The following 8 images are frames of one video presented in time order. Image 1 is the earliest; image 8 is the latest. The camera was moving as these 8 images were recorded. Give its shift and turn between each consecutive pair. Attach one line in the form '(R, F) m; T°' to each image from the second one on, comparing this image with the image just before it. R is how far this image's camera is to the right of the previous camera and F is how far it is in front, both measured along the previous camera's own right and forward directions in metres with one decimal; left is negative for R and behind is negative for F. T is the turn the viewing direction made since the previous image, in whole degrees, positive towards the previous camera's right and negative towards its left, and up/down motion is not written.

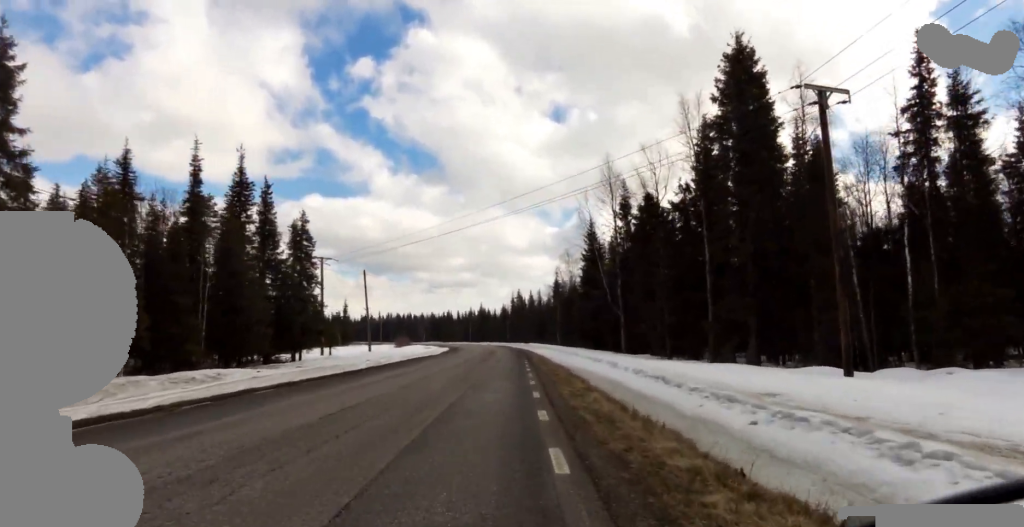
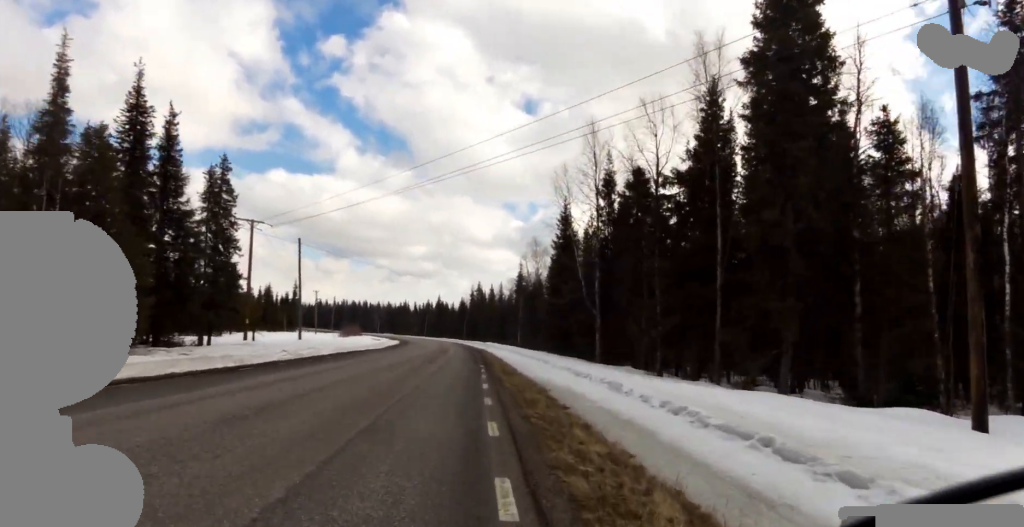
(+0.1, +6.7) m; +5°
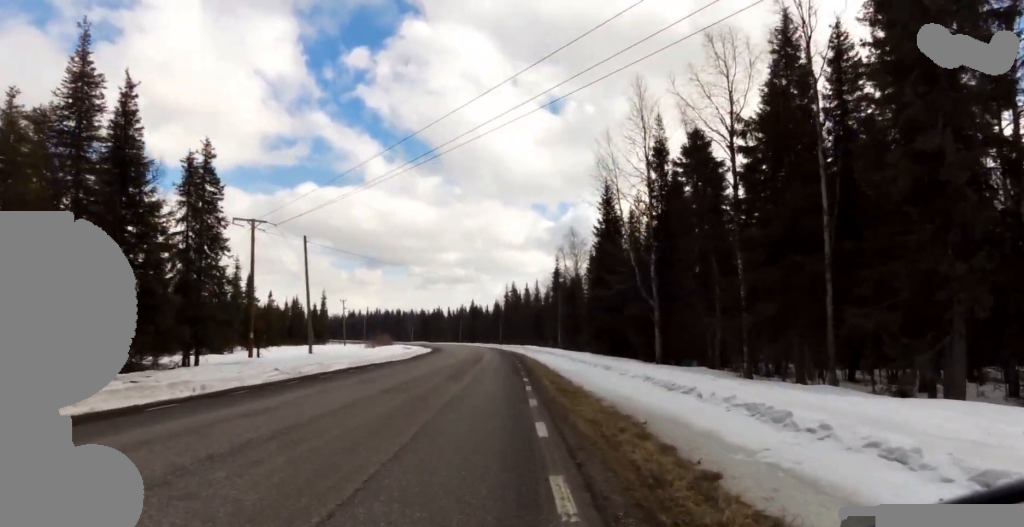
(+0.5, +5.6) m; +6°
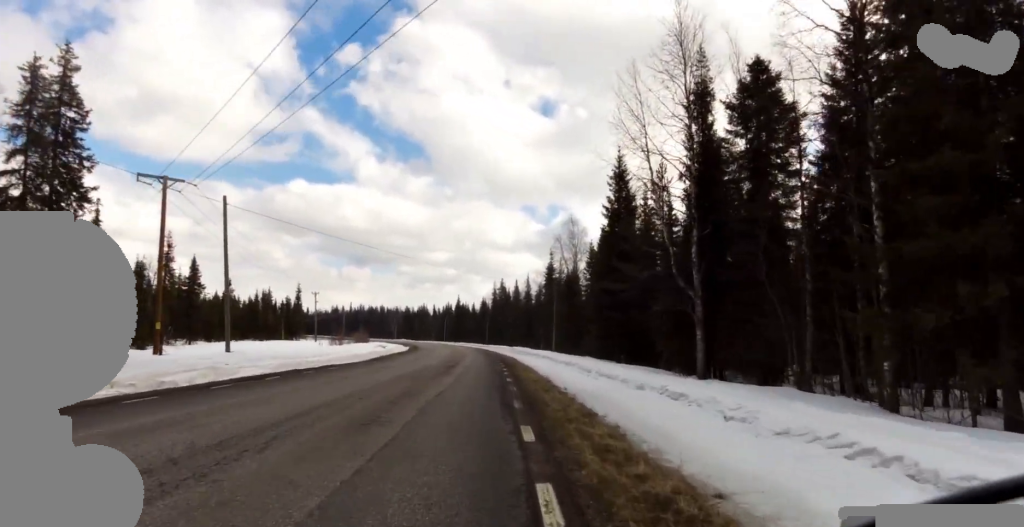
(+0.2, +8.8) m; +1°
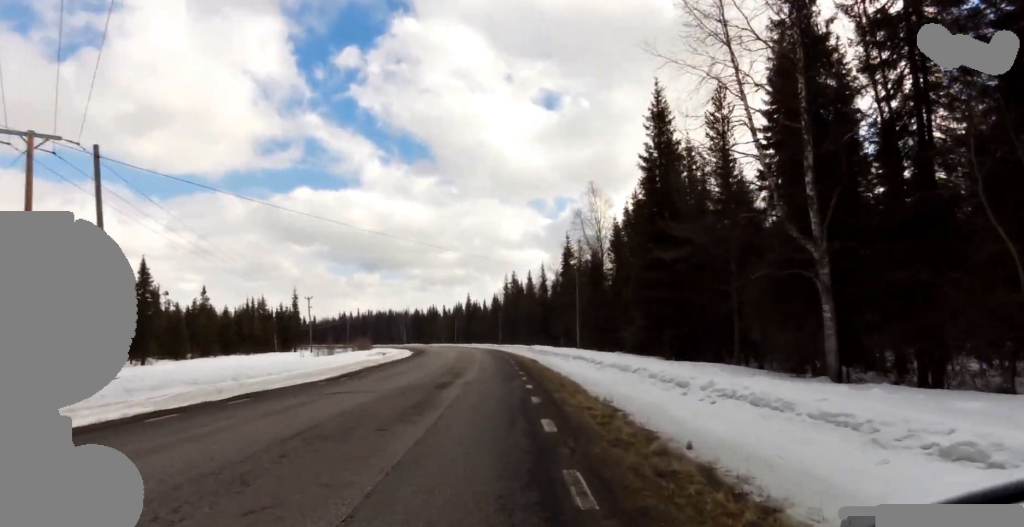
(0.0, +8.5) m; 0°
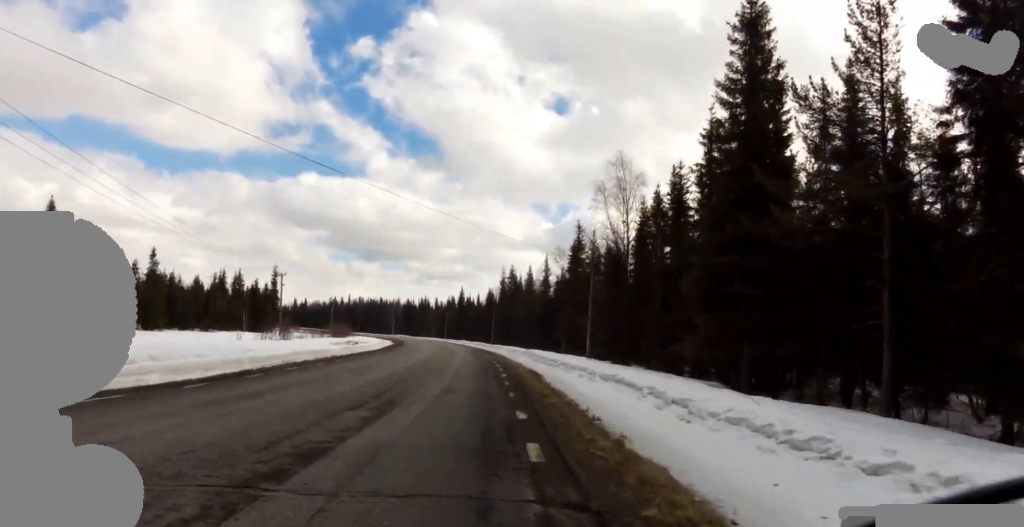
(0.0, +10.2) m; -1°
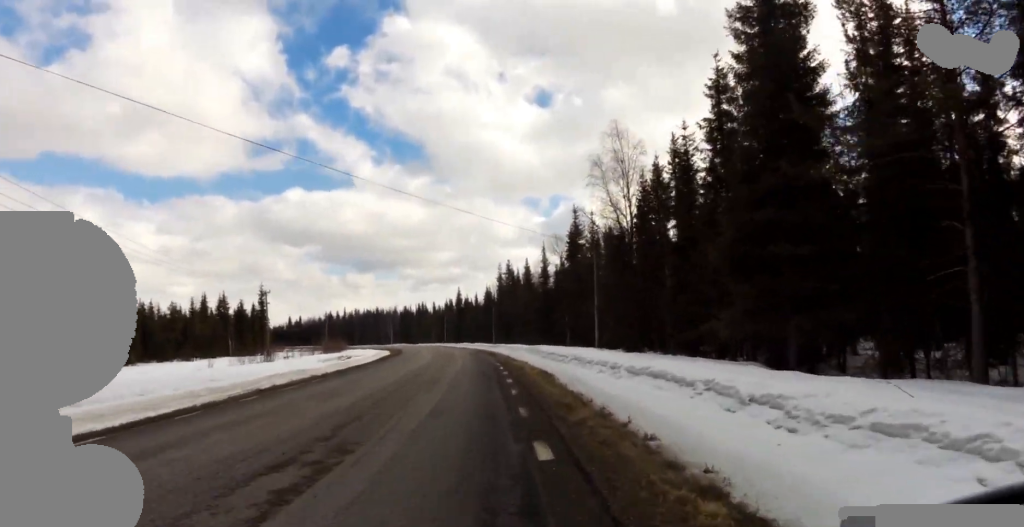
(0.0, +3.2) m; -1°
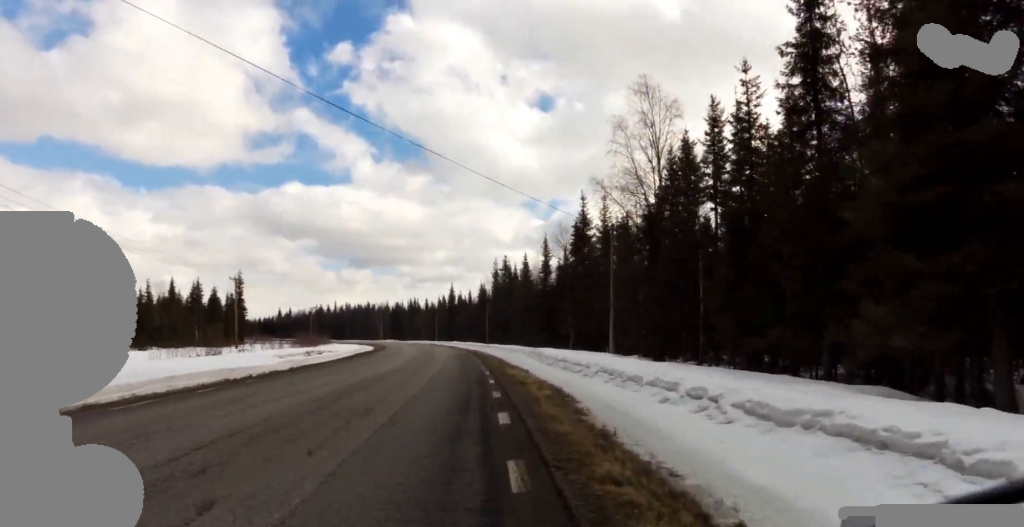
(-0.2, +7.3) m; 0°
